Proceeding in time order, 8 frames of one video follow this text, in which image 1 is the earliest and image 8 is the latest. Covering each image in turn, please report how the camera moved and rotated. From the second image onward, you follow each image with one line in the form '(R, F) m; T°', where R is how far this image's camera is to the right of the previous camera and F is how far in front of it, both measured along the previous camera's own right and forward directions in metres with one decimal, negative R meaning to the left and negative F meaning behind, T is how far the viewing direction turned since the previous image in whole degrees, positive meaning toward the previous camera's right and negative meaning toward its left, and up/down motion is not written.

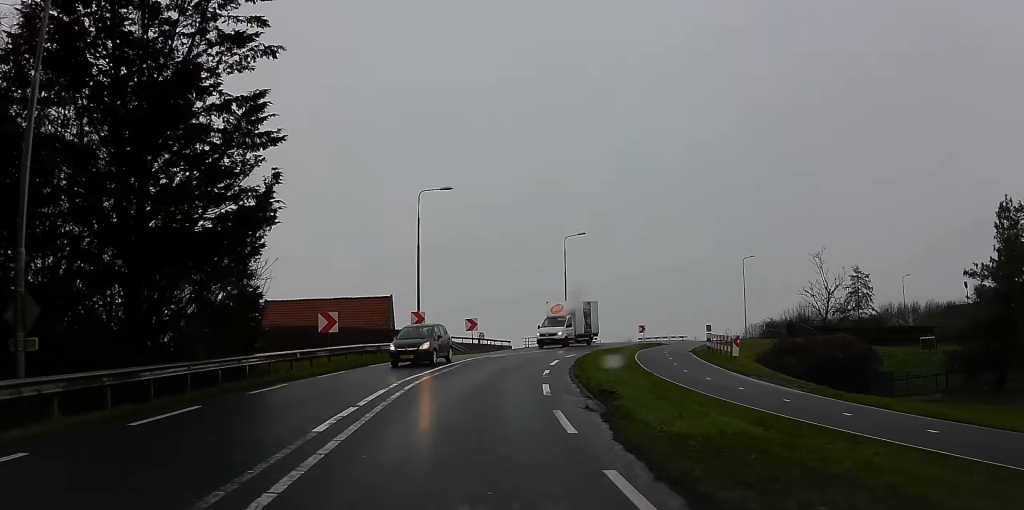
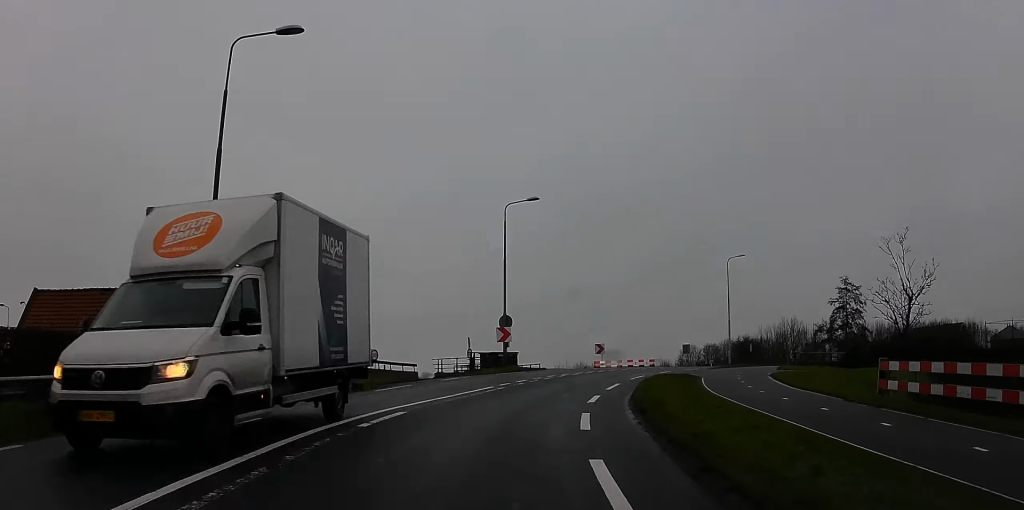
(+3.2, +22.7) m; +9°
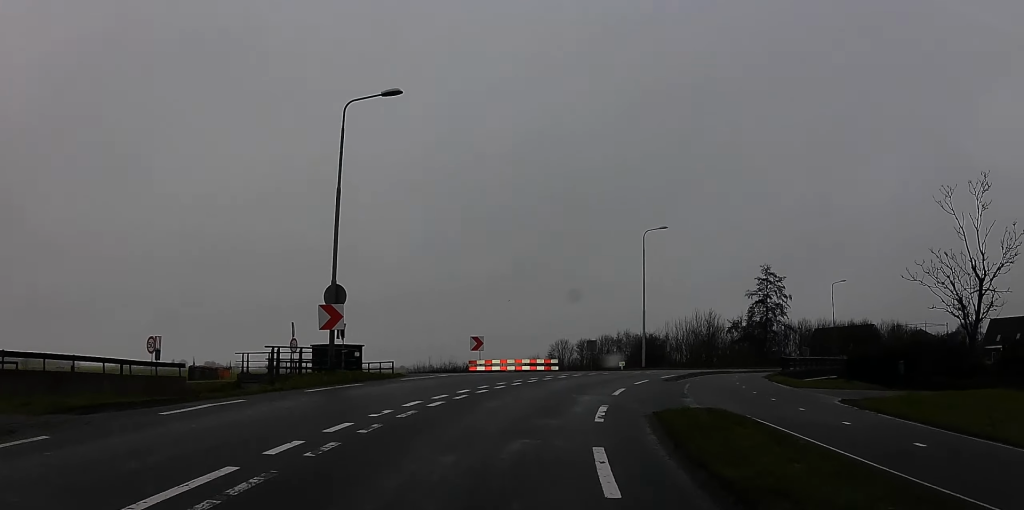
(+0.1, +16.6) m; +1°
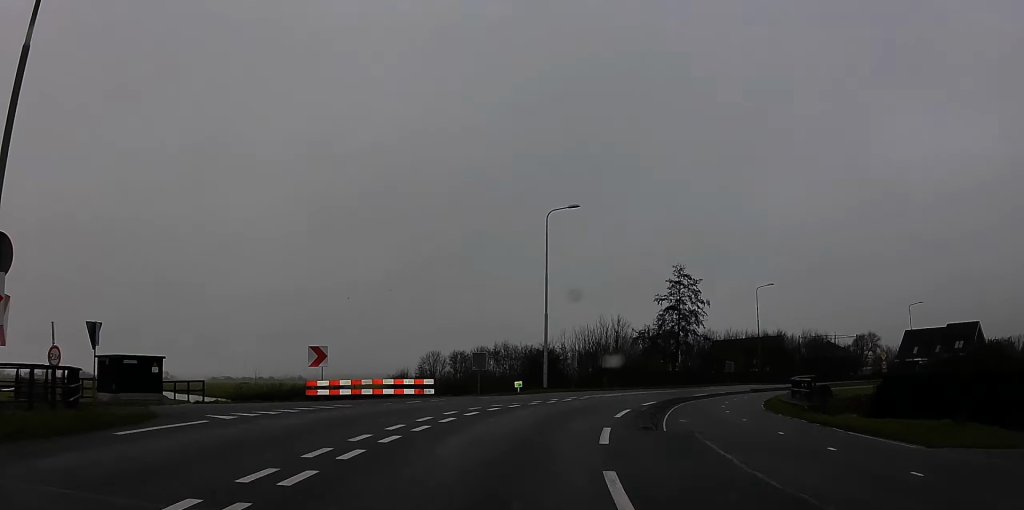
(+0.3, +12.3) m; +10°
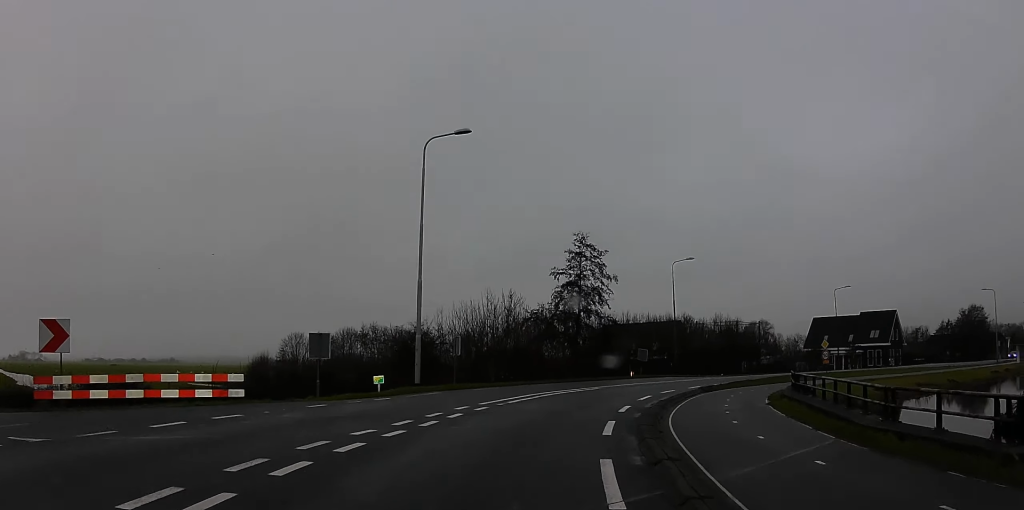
(+1.7, +11.3) m; +26°
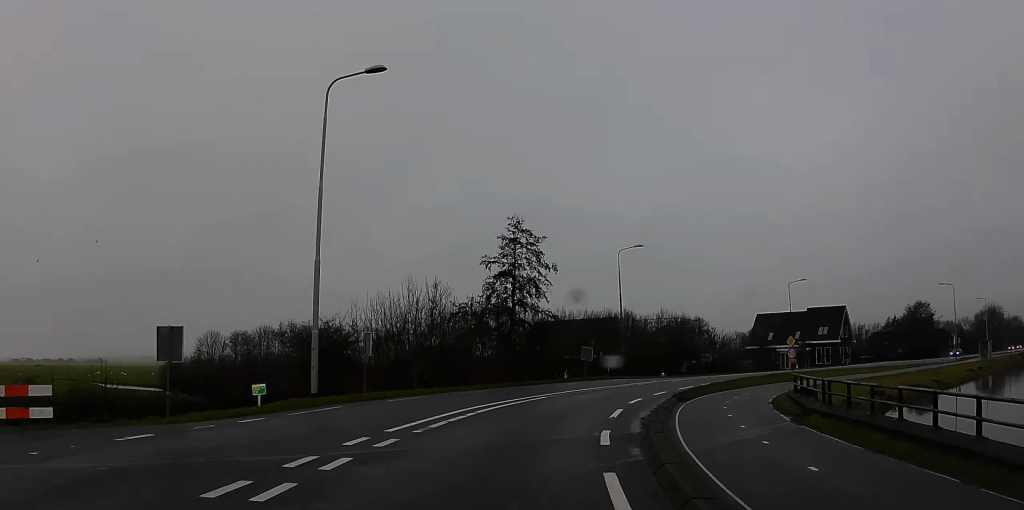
(+0.4, +5.8) m; +14°
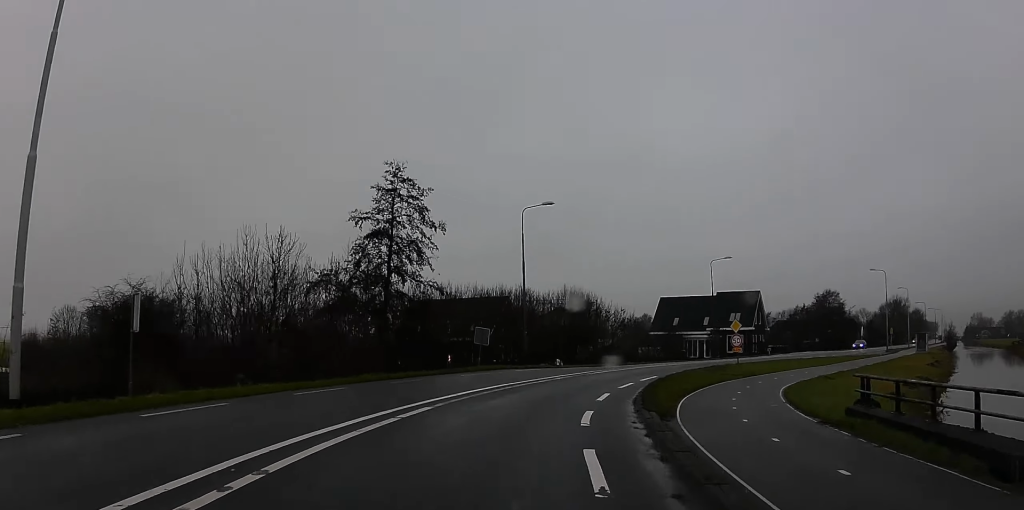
(+3.4, +9.8) m; +18°
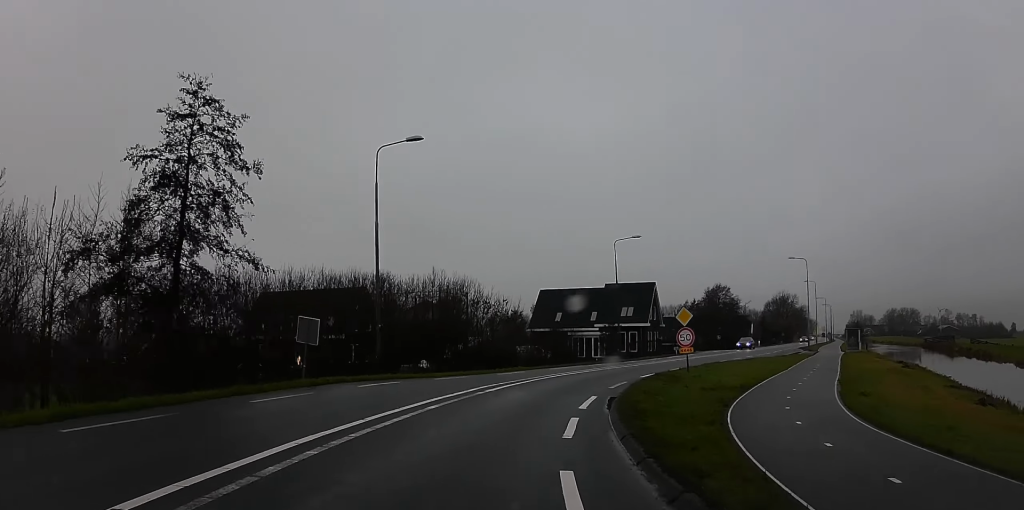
(+0.2, +12.8) m; +1°
